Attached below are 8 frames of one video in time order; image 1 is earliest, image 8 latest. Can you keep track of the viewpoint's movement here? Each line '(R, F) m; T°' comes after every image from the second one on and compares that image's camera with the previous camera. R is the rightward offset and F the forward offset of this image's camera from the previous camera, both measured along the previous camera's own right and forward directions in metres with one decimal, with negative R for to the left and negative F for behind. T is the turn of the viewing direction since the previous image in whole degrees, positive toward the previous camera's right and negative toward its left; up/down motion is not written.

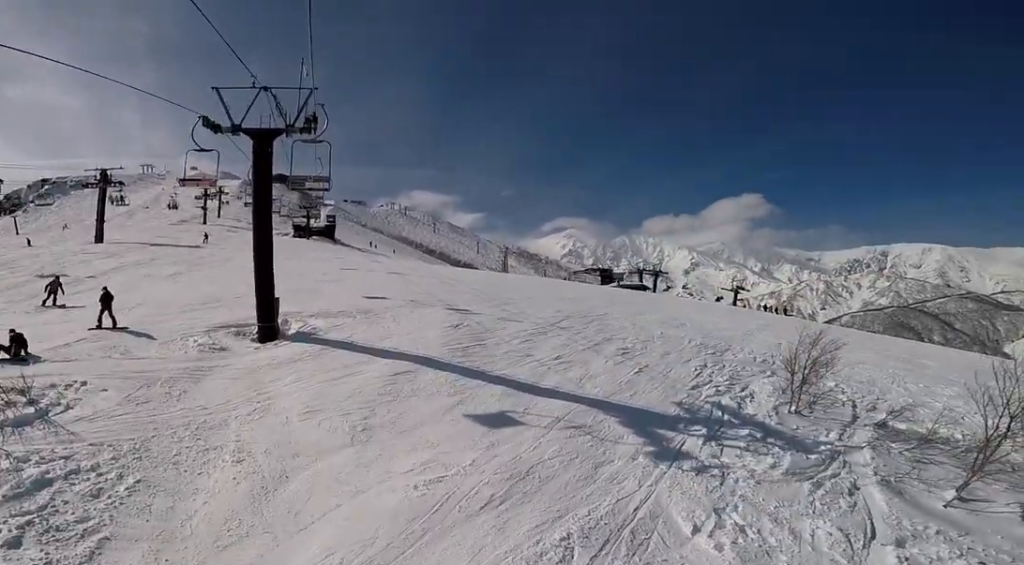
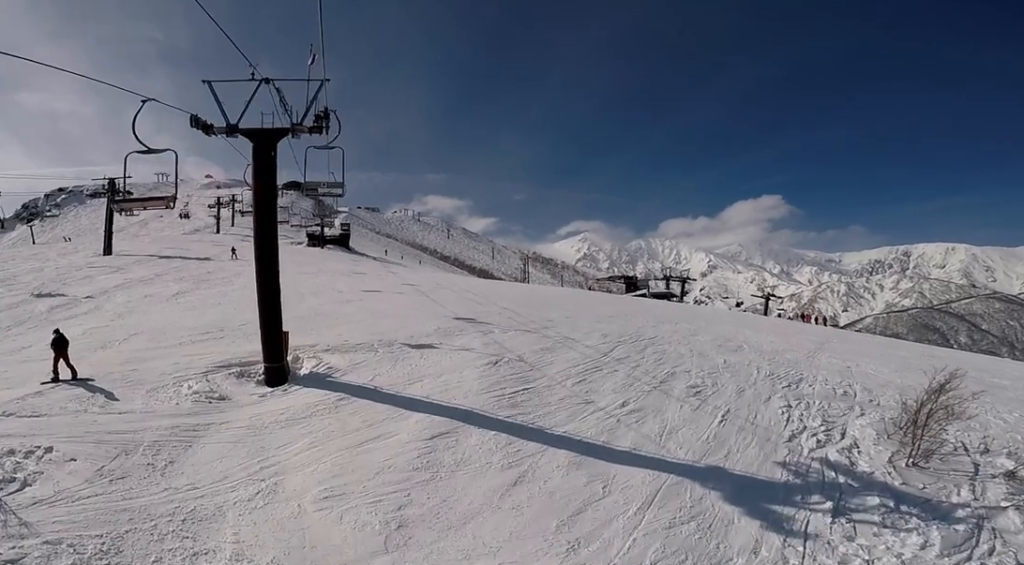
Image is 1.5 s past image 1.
(0.0, +2.6) m; 0°
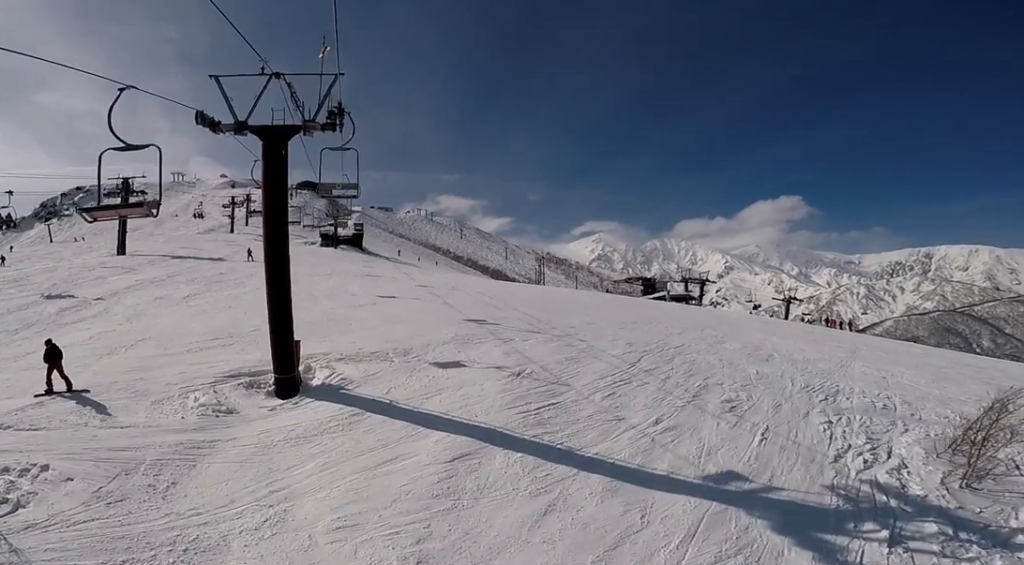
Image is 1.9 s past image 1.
(0.0, +0.8) m; 0°
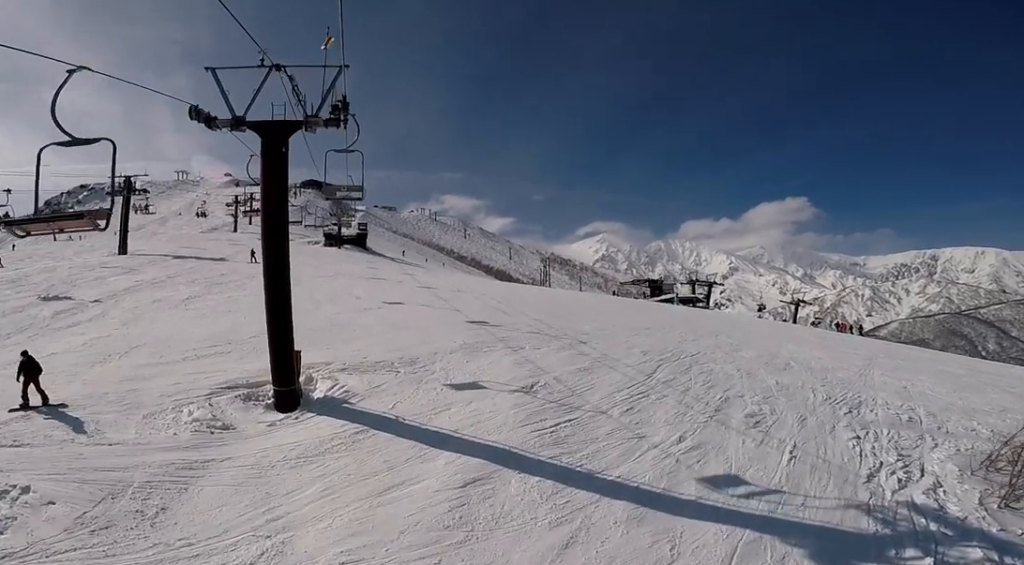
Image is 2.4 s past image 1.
(0.0, +0.8) m; 0°
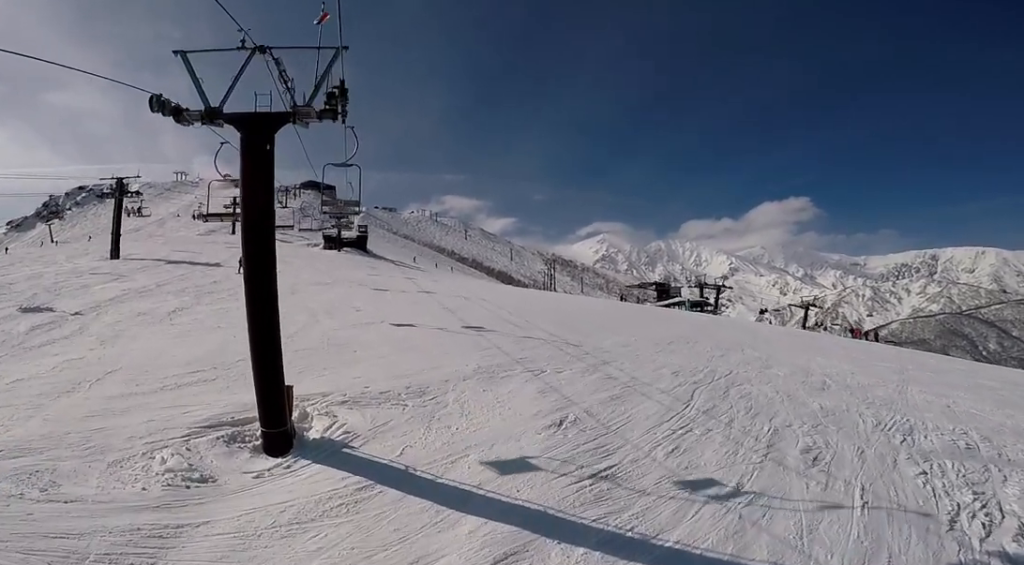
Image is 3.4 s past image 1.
(0.0, +1.8) m; 0°
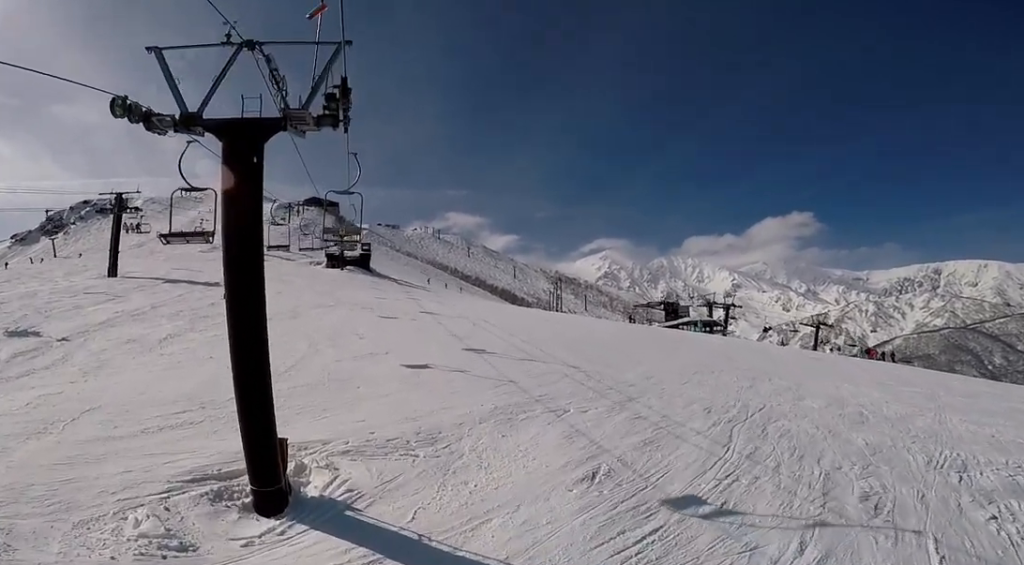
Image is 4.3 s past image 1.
(0.0, +1.4) m; 0°
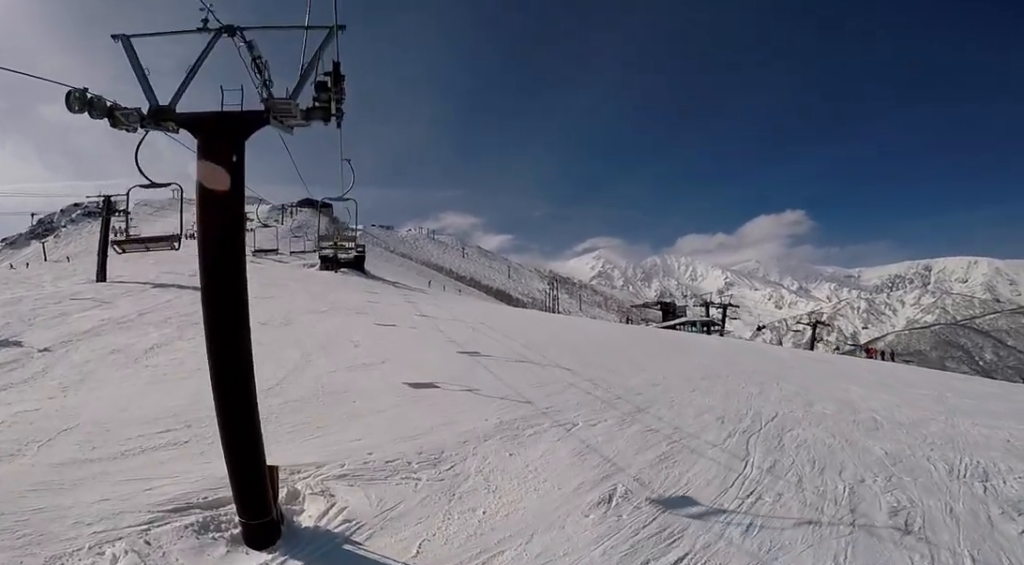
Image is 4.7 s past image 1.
(0.0, +0.9) m; 0°
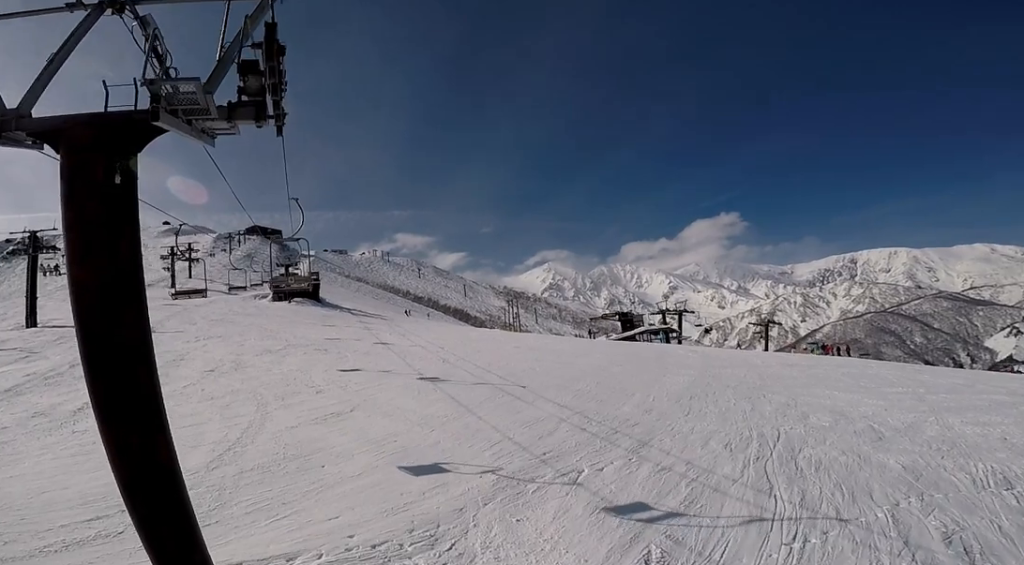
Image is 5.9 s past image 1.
(0.0, +2.2) m; 0°
